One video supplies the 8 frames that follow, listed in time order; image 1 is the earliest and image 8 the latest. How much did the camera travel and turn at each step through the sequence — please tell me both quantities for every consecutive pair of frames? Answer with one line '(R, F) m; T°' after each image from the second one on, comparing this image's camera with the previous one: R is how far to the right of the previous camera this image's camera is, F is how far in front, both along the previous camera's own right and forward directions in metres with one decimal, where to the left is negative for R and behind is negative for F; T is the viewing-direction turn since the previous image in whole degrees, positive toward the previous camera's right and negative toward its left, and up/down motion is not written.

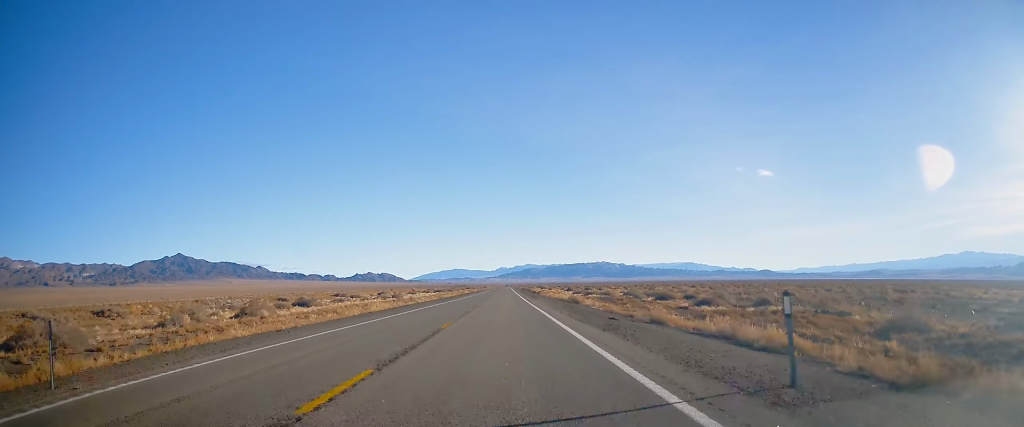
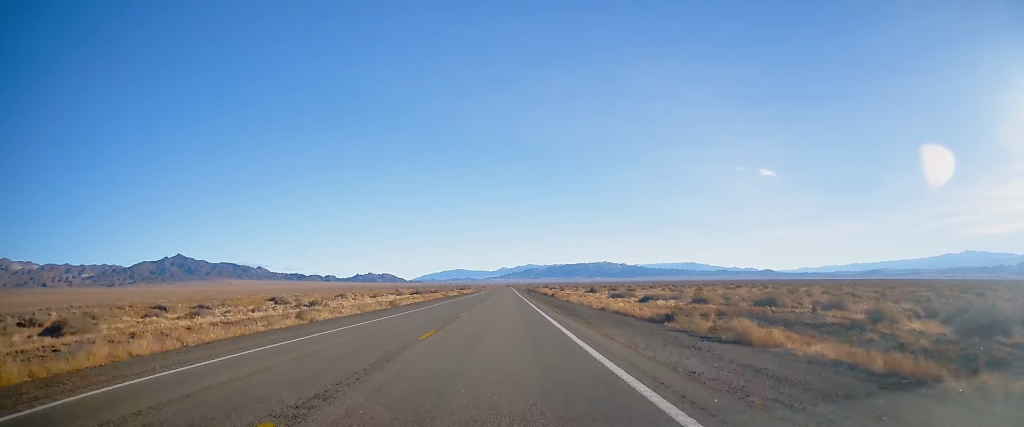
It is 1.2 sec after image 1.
(+0.3, +39.9) m; 0°
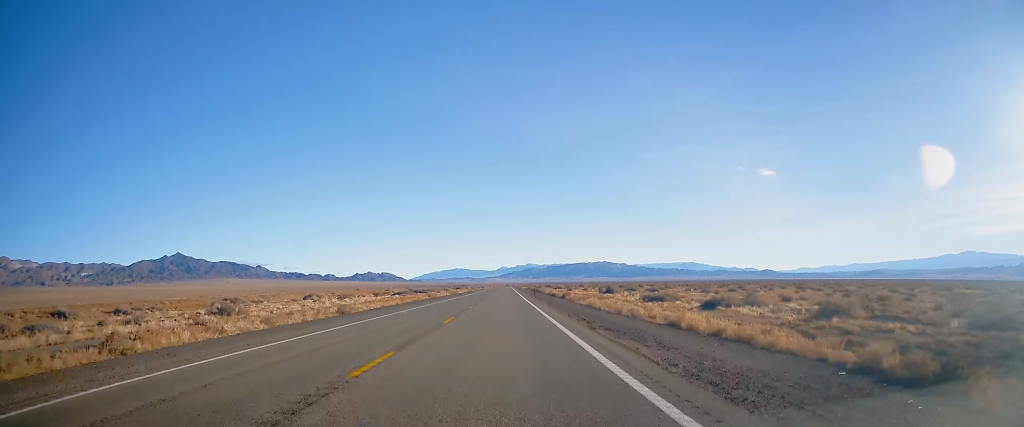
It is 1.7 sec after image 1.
(+0.1, +18.2) m; -1°
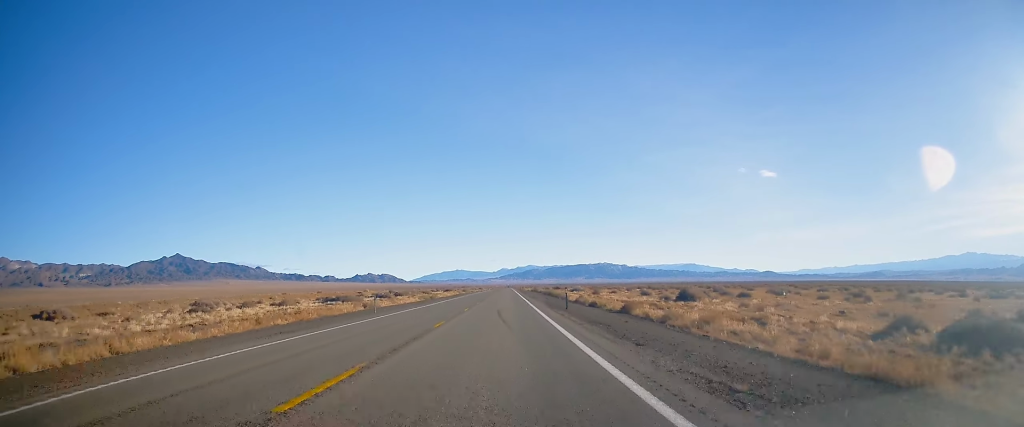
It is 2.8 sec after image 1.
(-0.6, +38.7) m; 0°
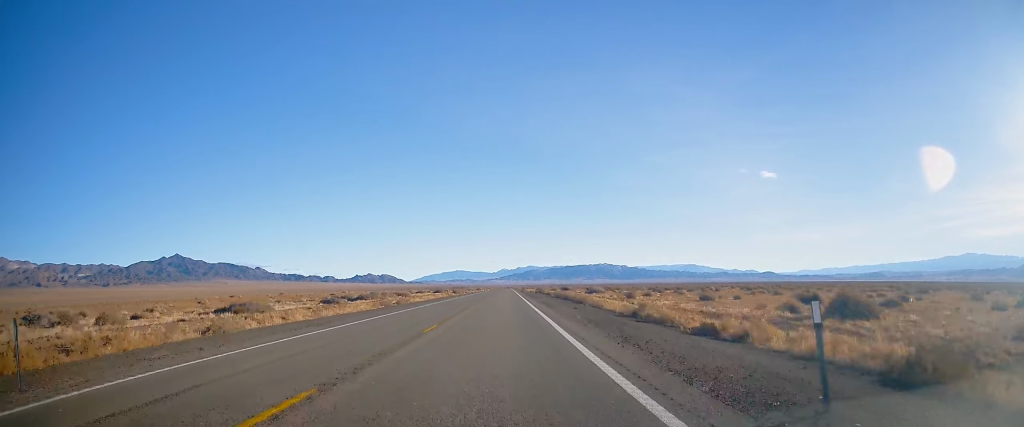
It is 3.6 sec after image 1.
(+0.1, +26.2) m; +1°
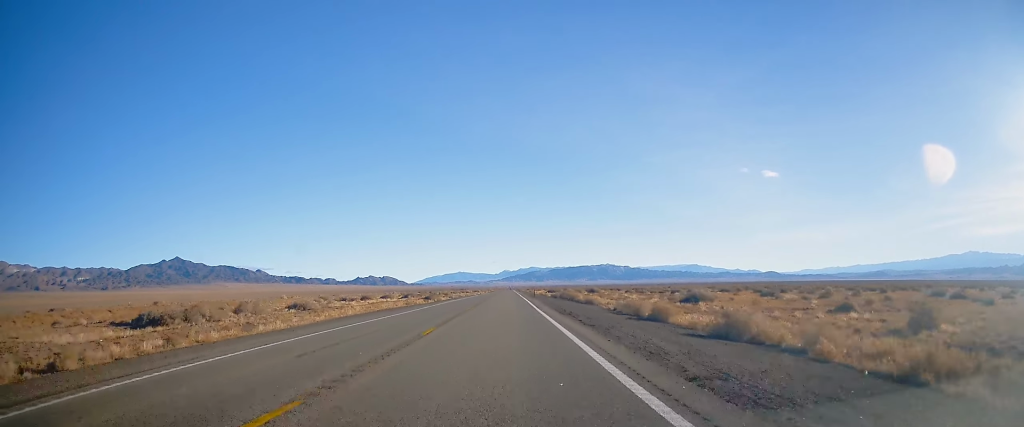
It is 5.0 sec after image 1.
(+0.3, +49.1) m; 0°
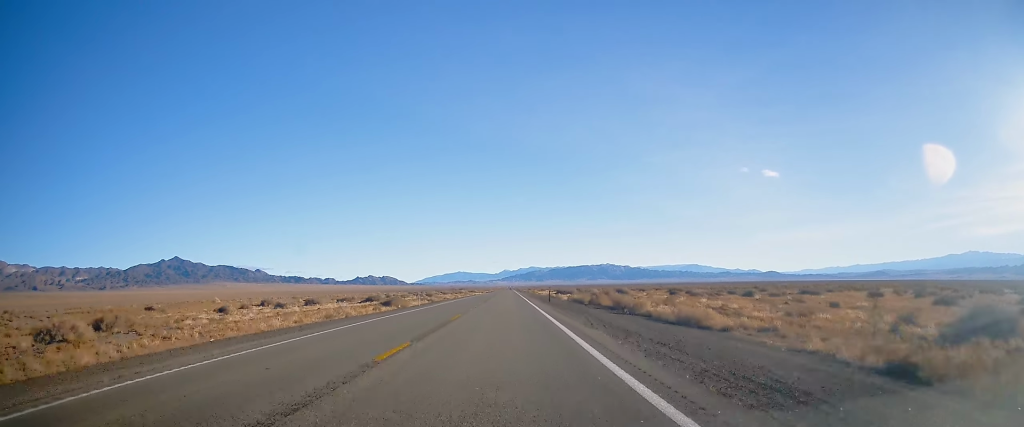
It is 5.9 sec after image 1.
(-0.2, +29.7) m; 0°
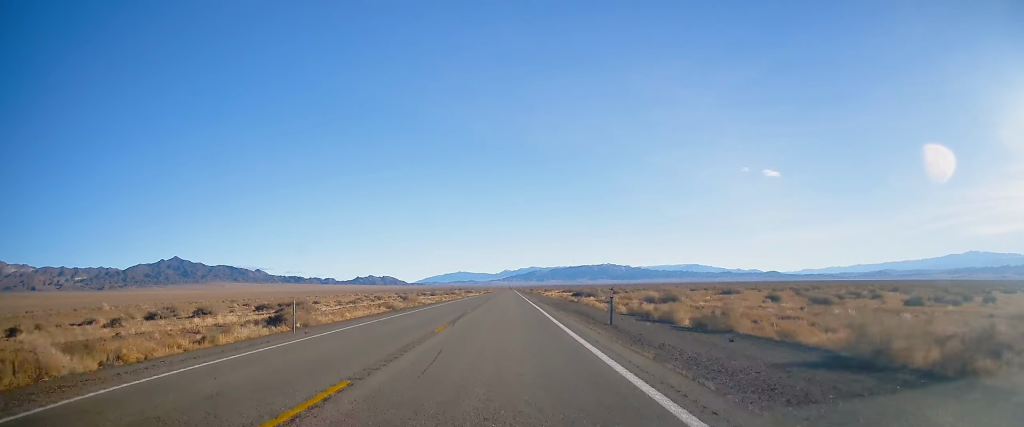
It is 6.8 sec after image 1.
(+0.2, +29.7) m; 0°
